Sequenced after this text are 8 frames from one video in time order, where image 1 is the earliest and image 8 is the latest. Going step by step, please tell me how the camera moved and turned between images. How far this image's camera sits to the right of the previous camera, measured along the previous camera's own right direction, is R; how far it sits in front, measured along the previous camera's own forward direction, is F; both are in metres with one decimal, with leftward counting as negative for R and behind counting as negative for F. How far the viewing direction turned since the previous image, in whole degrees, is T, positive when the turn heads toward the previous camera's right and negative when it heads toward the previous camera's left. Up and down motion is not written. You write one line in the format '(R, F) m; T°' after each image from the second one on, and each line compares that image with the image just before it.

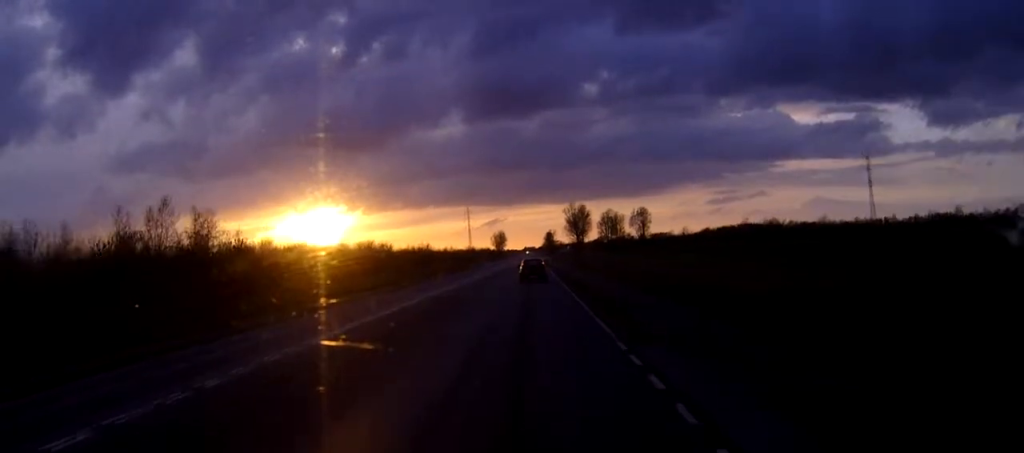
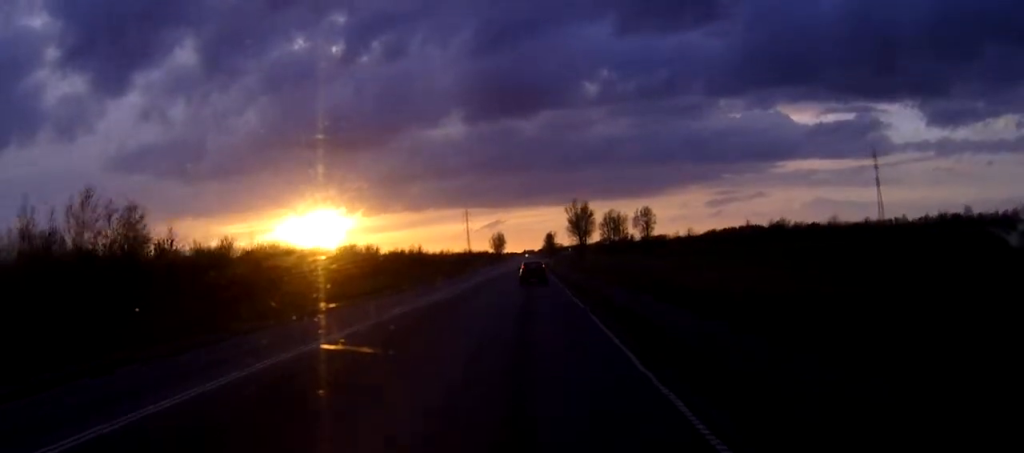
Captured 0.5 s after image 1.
(0.0, +9.8) m; 0°
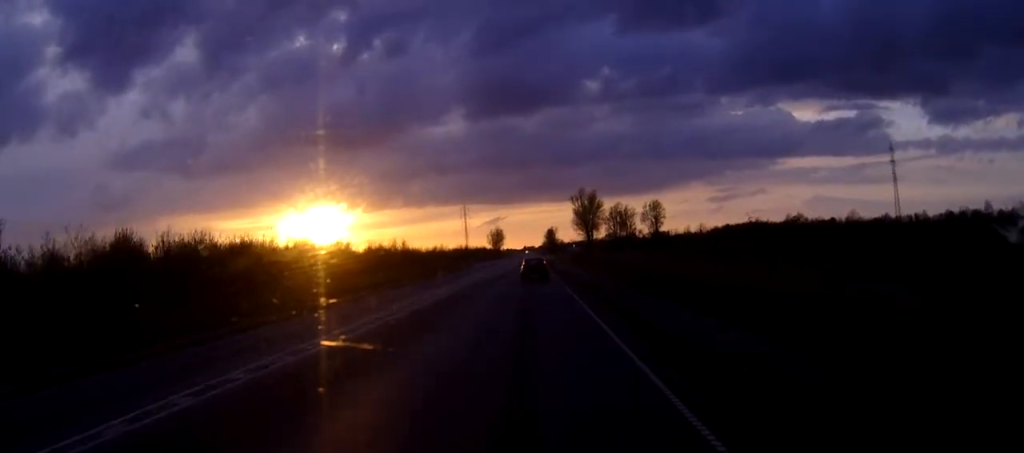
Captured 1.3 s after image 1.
(0.0, +17.4) m; 0°
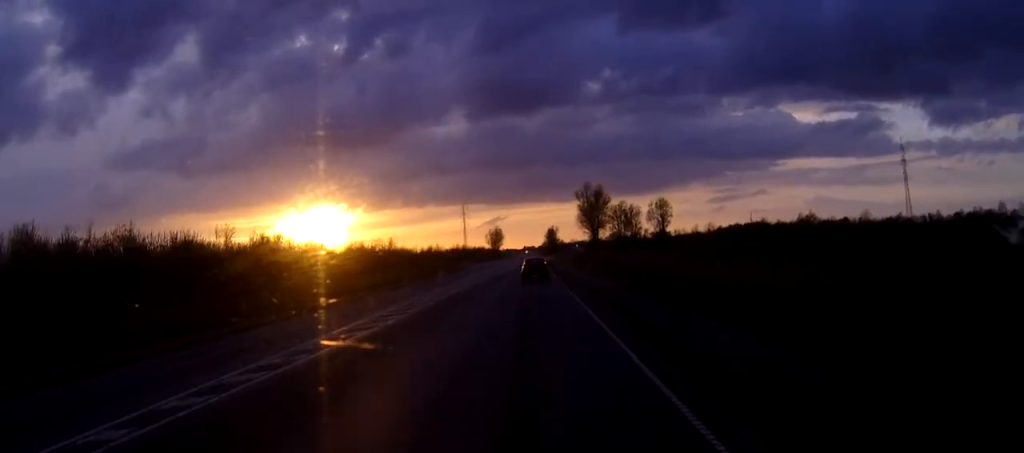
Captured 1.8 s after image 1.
(0.0, +11.1) m; 0°
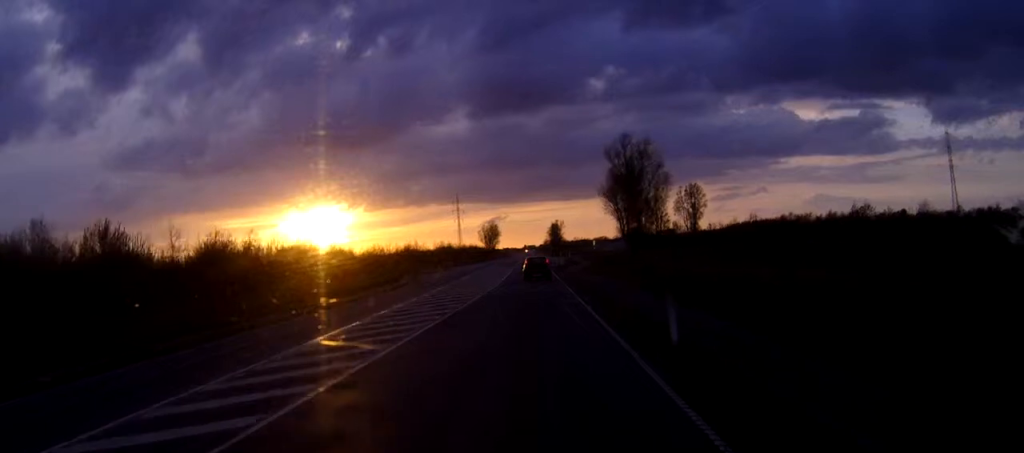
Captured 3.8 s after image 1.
(0.0, +41.4) m; 0°
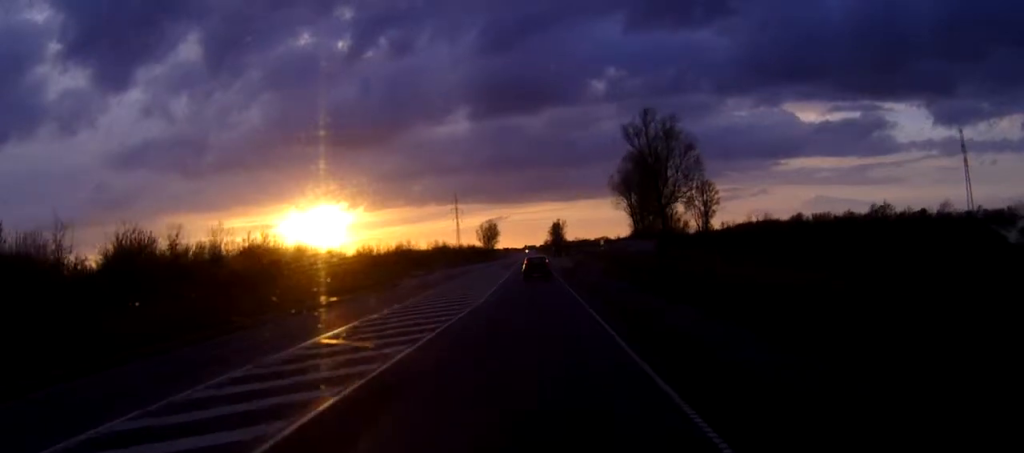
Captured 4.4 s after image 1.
(0.0, +11.7) m; 0°
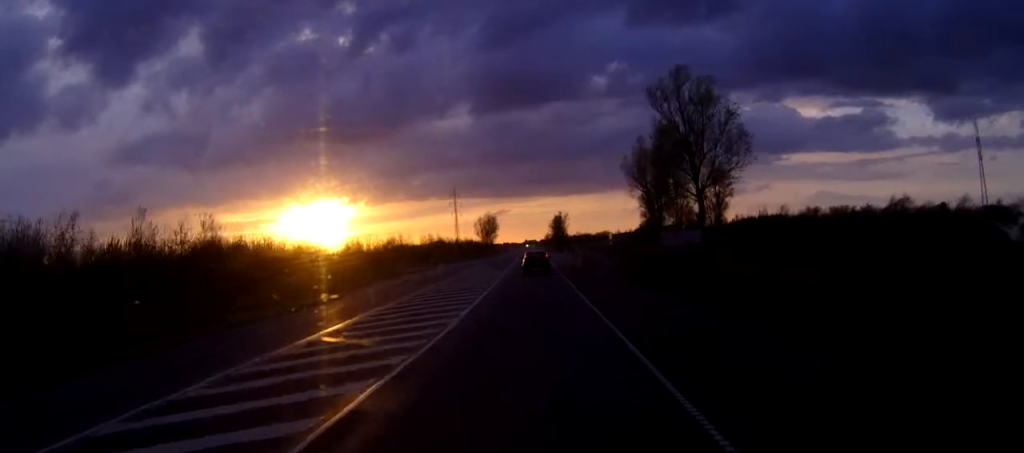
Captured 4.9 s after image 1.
(0.0, +11.0) m; 0°
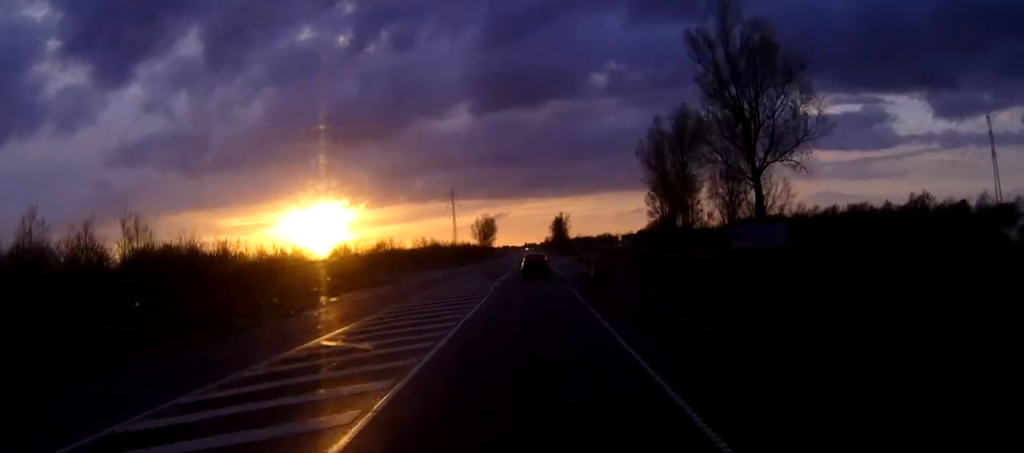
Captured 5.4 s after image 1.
(0.0, +10.3) m; 0°
